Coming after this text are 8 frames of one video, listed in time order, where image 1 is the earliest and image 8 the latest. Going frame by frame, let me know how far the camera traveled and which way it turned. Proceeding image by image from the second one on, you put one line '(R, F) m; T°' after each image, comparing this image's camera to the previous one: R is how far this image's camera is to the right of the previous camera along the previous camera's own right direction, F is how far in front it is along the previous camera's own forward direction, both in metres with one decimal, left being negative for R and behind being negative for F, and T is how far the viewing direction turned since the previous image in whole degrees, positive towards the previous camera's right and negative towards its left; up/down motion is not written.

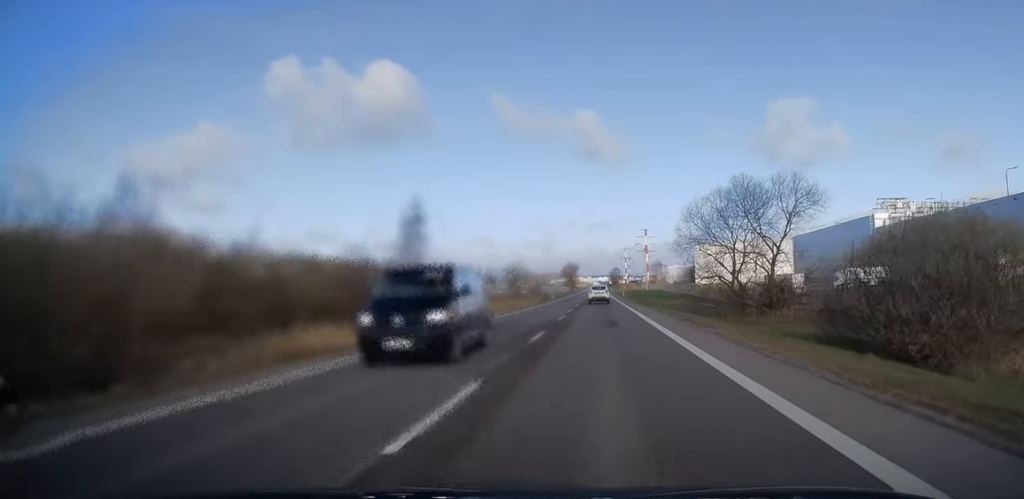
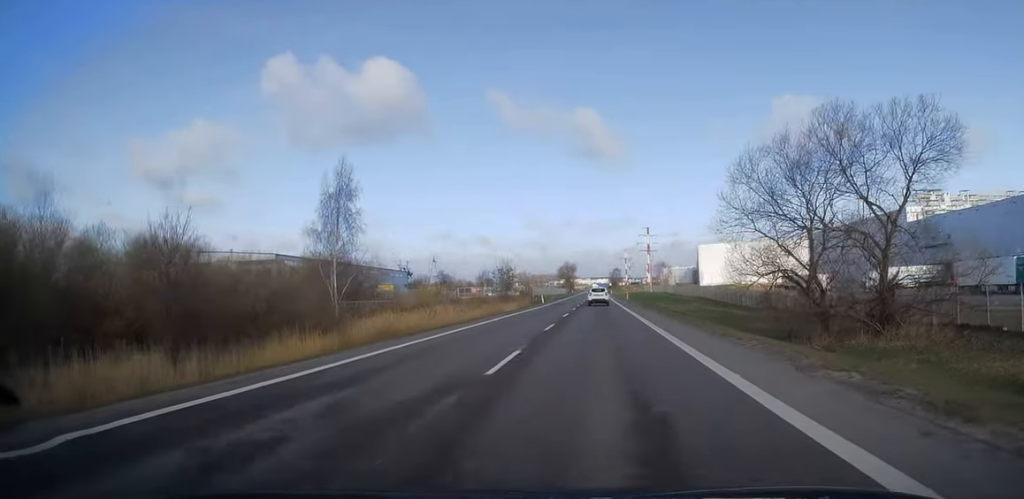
(+0.1, +18.2) m; 0°
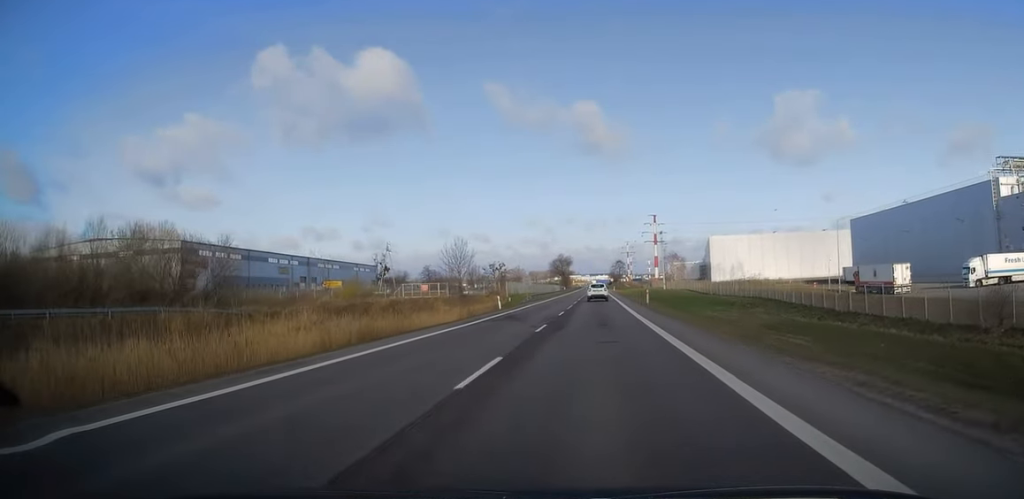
(0.0, +37.3) m; -1°
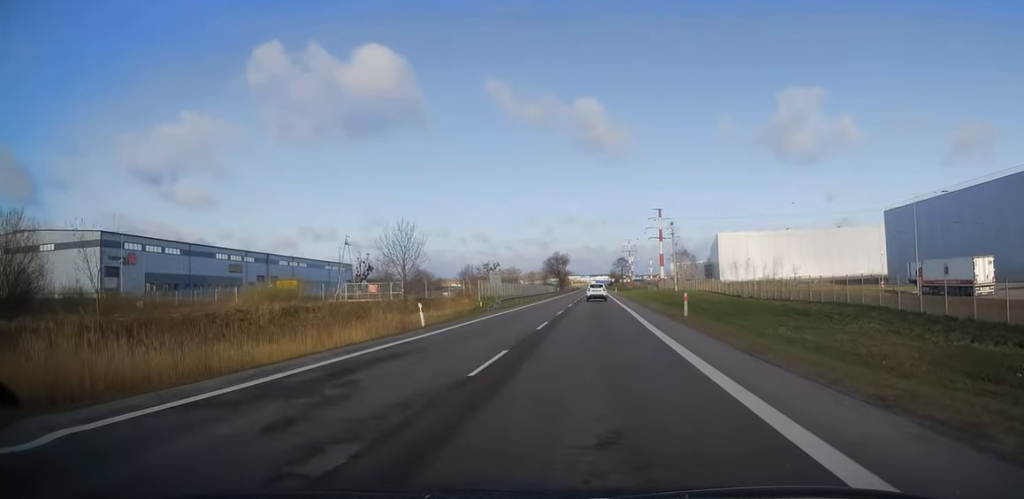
(-0.3, +22.4) m; 0°
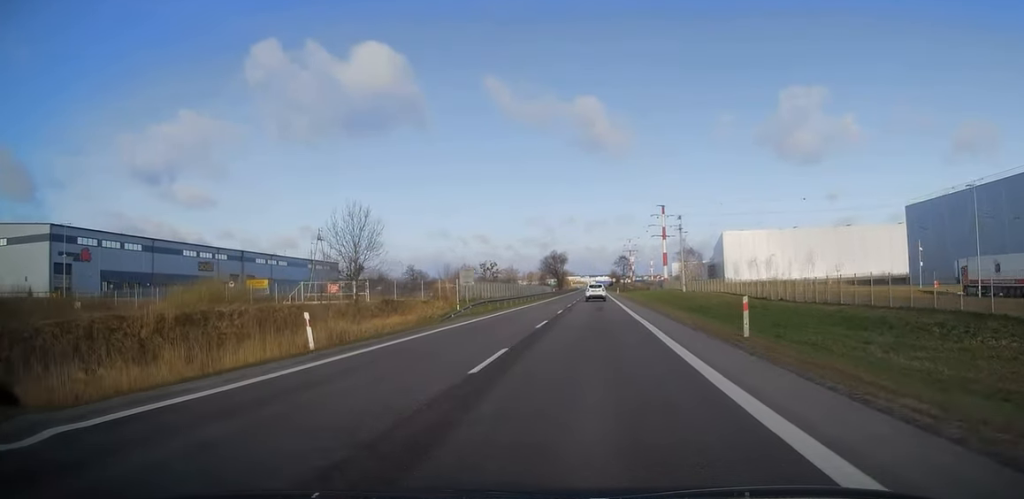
(-0.1, +11.6) m; 0°
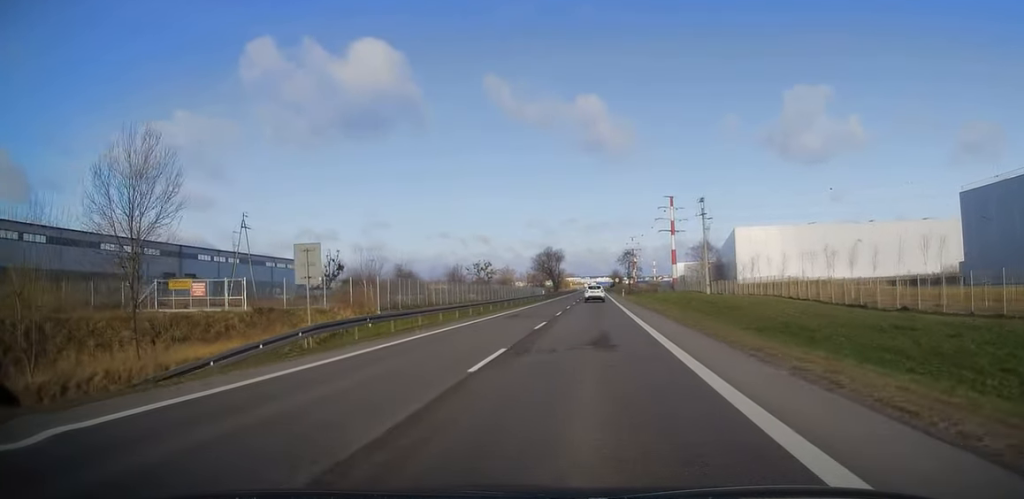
(+0.5, +23.7) m; +1°
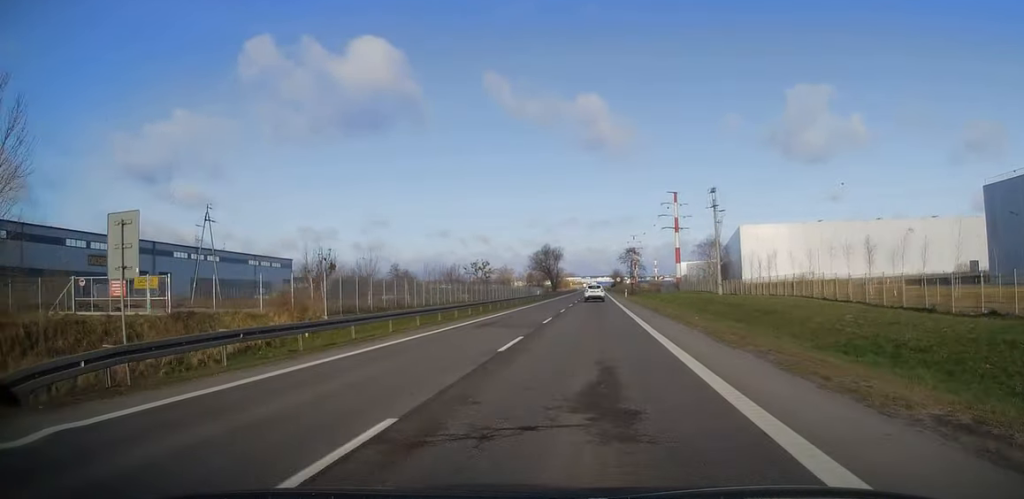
(+0.1, +8.4) m; 0°
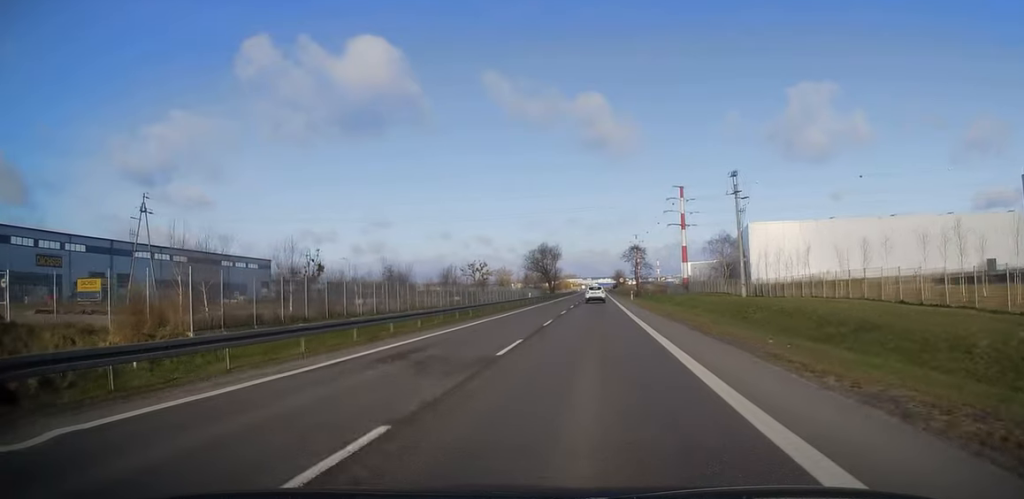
(-0.1, +12.0) m; 0°
